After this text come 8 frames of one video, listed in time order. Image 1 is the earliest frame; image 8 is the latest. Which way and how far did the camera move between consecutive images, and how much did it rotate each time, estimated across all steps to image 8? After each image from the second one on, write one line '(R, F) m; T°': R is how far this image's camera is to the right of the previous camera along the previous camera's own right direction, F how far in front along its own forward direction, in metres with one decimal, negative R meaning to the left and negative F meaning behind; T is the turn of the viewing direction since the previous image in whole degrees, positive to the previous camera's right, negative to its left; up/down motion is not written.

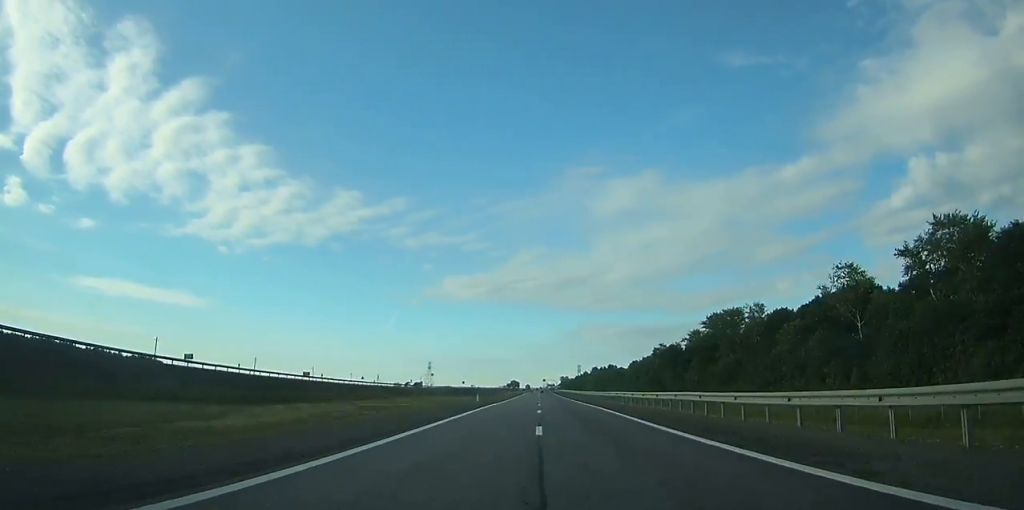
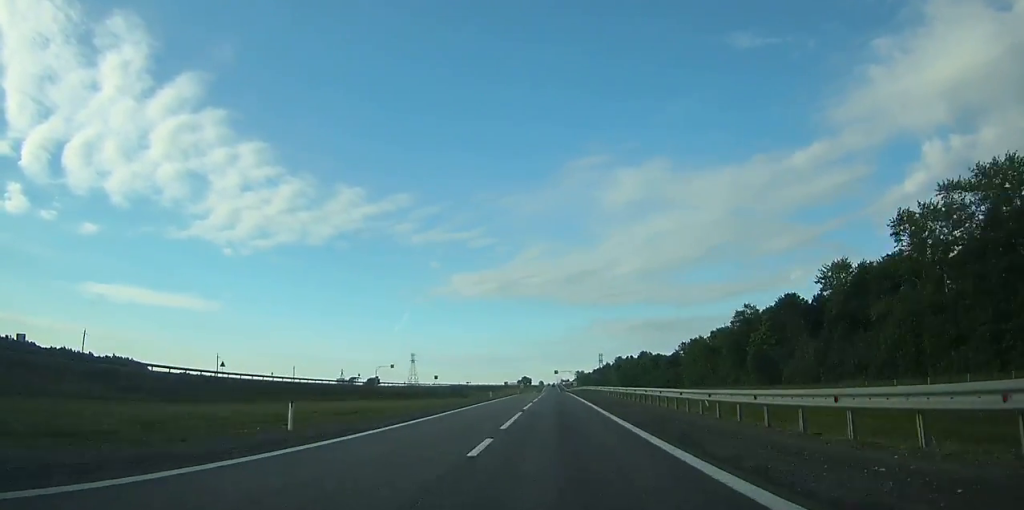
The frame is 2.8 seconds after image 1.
(-0.3, +88.5) m; 0°
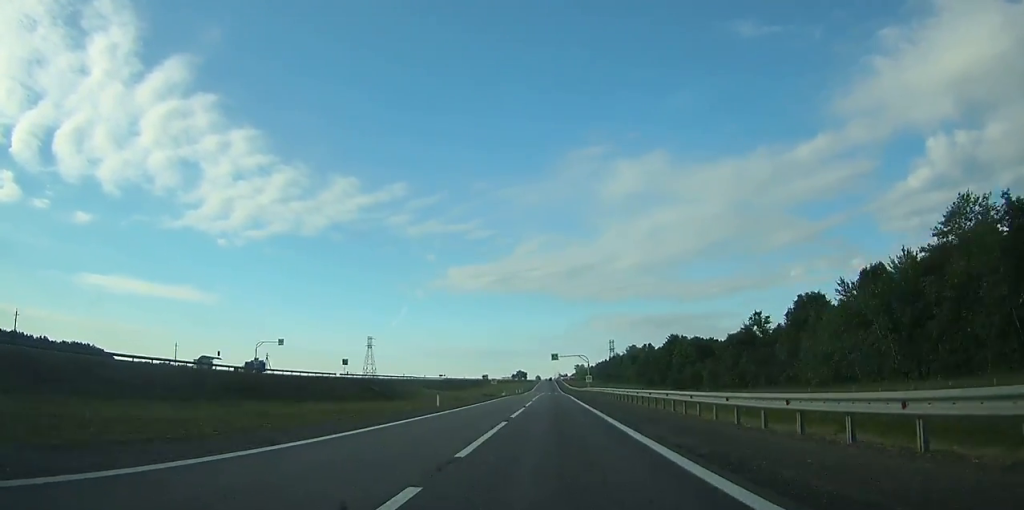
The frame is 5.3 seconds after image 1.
(-0.2, +78.6) m; 0°
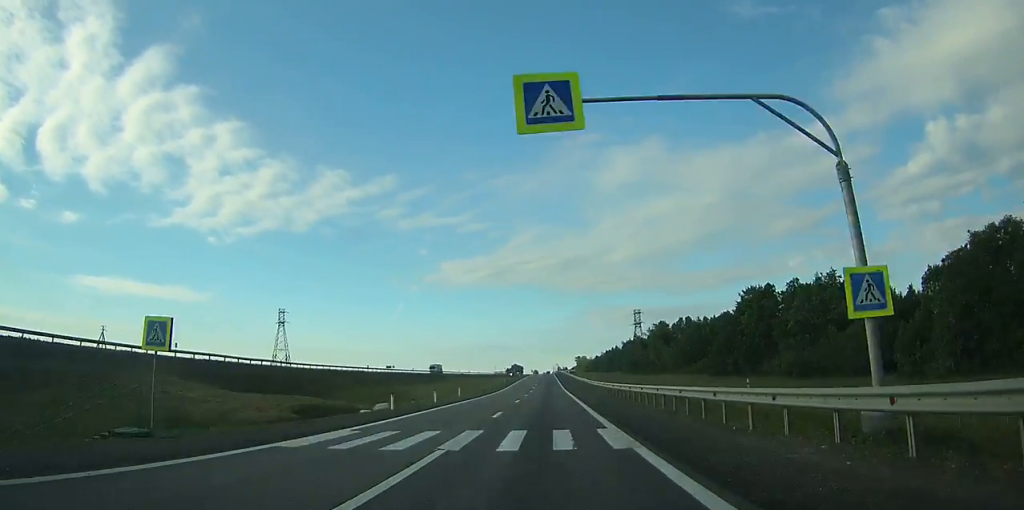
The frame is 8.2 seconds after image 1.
(0.0, +91.4) m; 0°
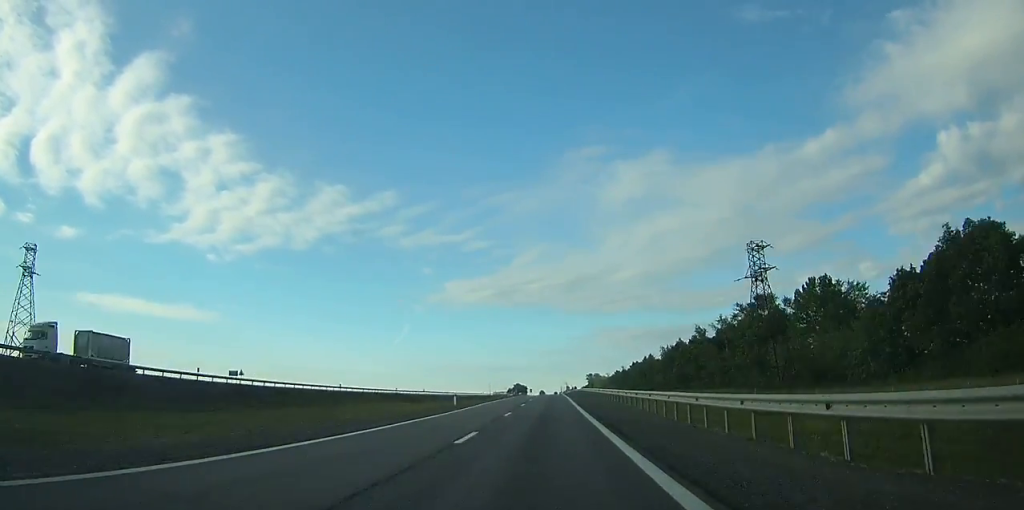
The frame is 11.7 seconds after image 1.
(-0.3, +108.1) m; 0°
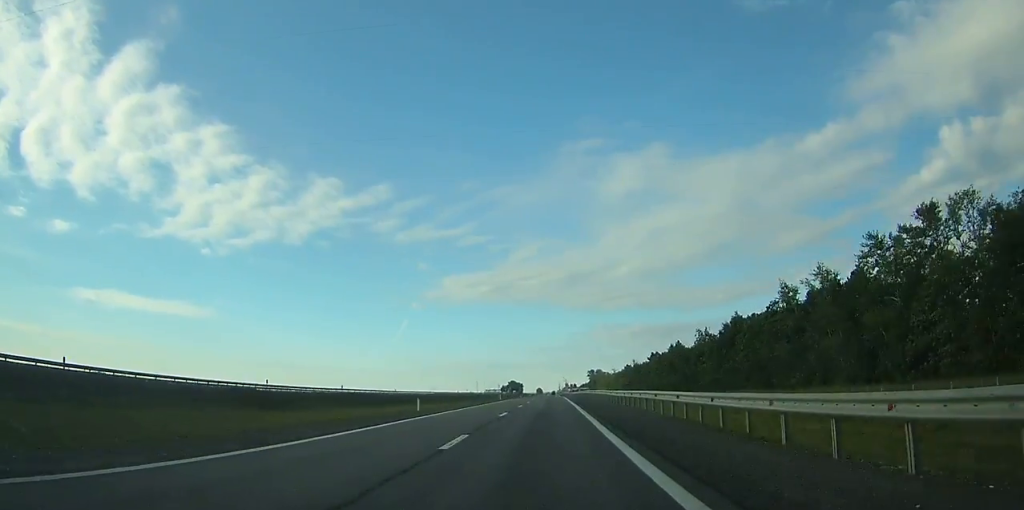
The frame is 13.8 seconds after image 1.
(-0.1, +65.3) m; 0°
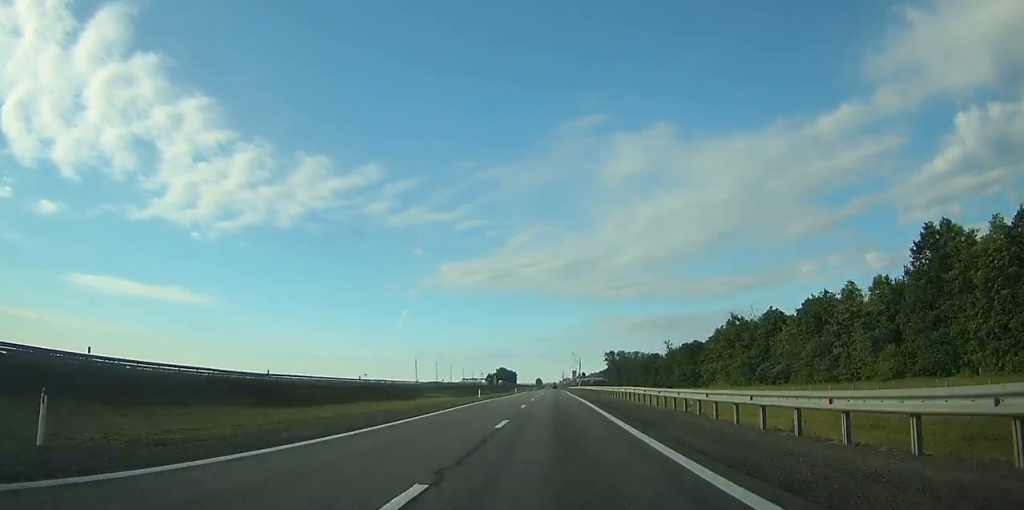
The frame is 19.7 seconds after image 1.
(-0.3, +173.0) m; 0°
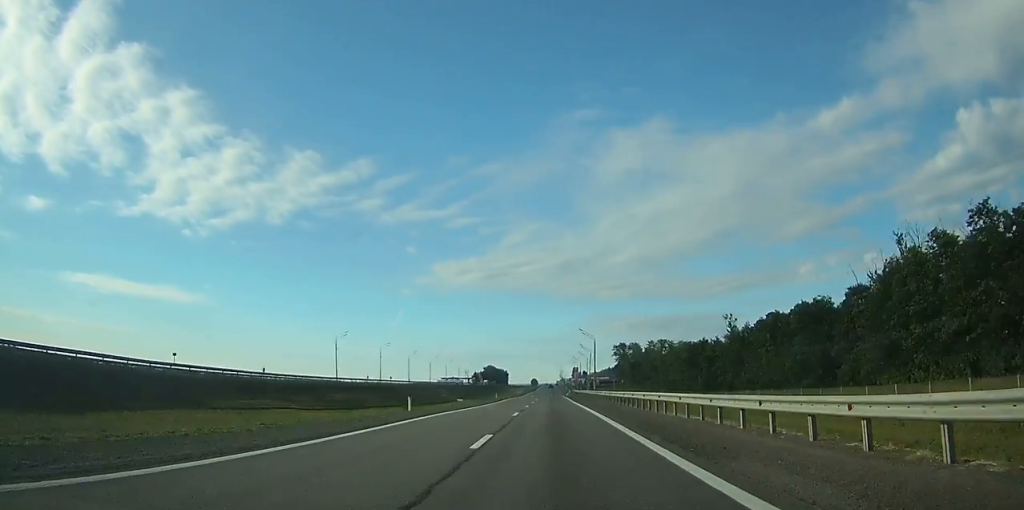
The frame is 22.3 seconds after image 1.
(+0.3, +71.8) m; 0°
